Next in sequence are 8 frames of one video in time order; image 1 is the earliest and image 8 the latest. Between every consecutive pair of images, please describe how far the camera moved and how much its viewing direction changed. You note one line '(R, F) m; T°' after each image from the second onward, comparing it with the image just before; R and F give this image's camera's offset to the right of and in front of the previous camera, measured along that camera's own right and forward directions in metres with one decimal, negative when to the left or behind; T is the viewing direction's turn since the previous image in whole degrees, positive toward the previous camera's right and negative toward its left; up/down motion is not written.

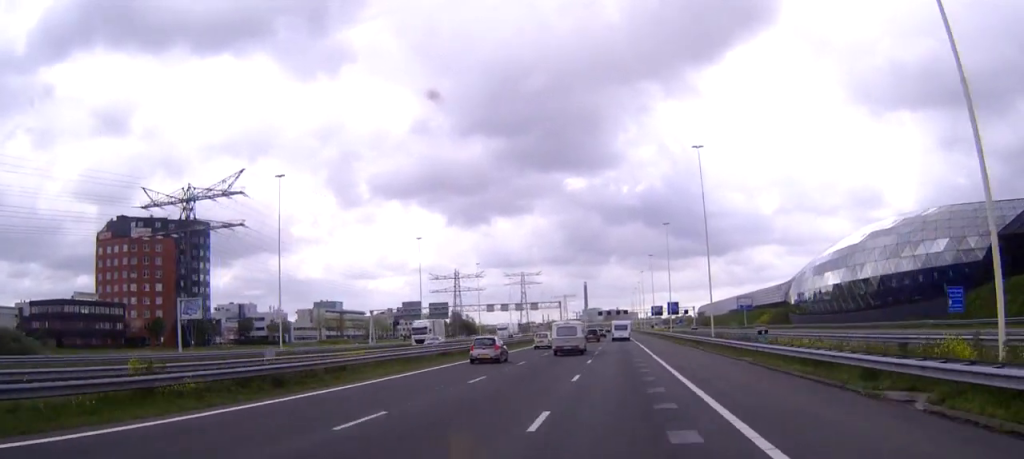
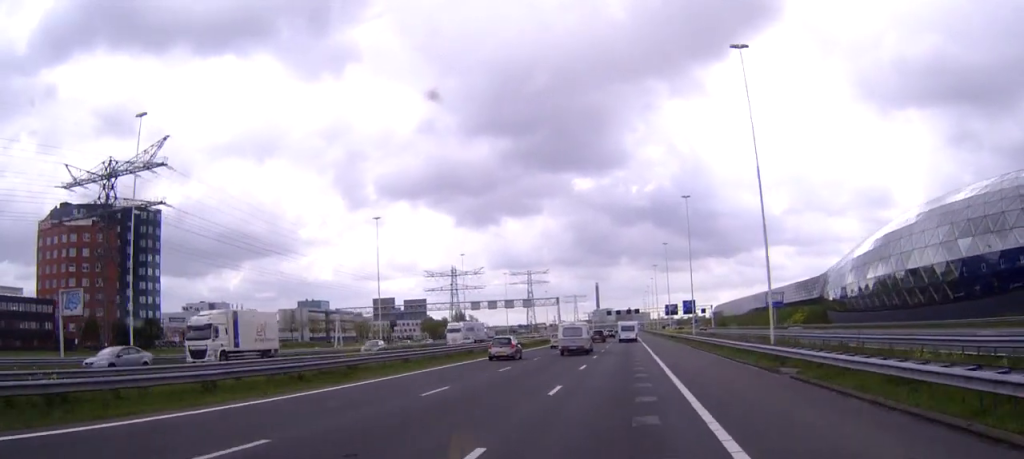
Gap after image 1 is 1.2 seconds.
(-0.2, +29.1) m; -1°
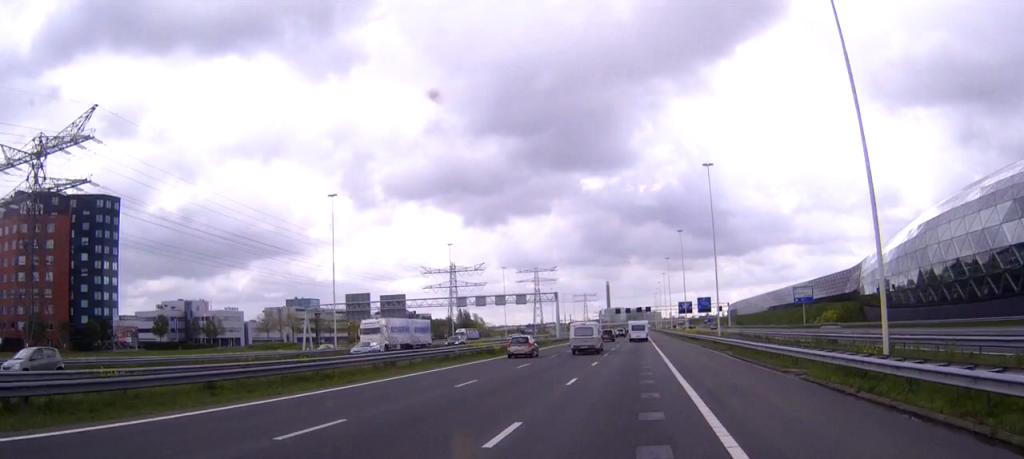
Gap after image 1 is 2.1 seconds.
(-0.1, +21.0) m; -1°
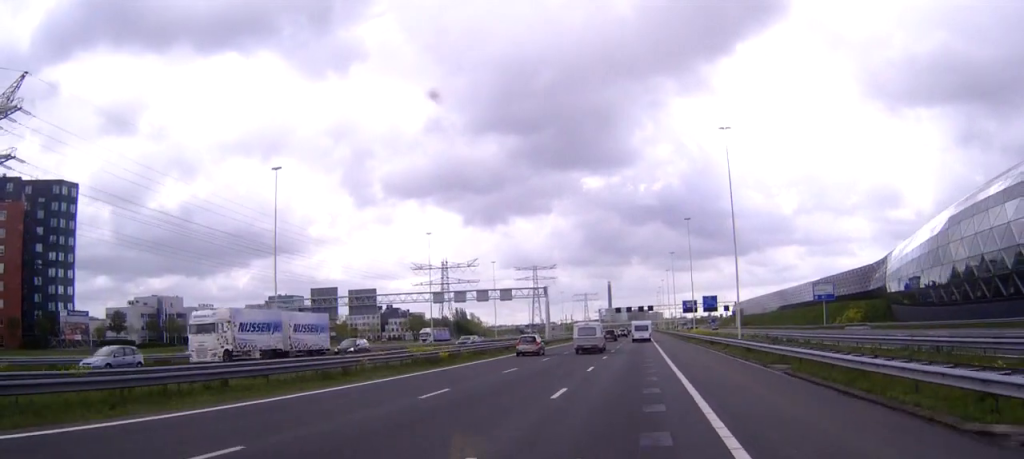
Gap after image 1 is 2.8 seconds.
(-0.1, +16.2) m; 0°
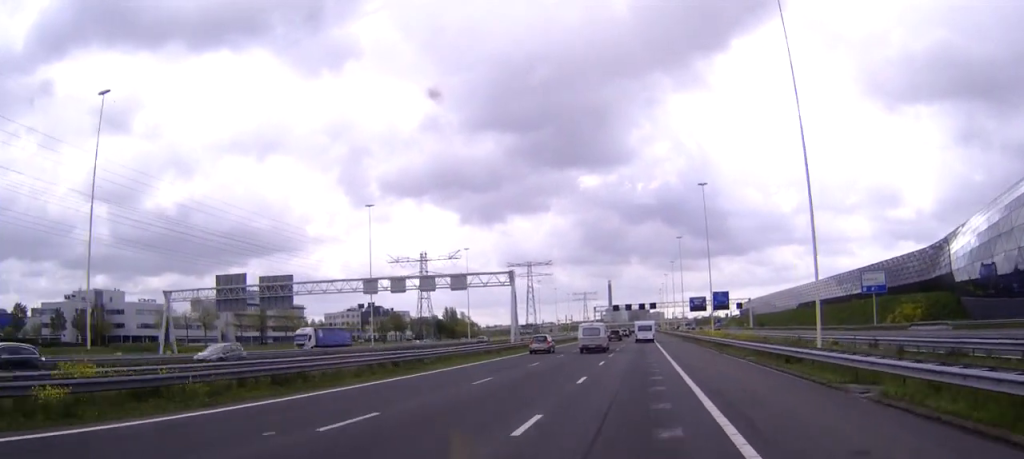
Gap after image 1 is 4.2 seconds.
(-0.1, +30.8) m; 0°
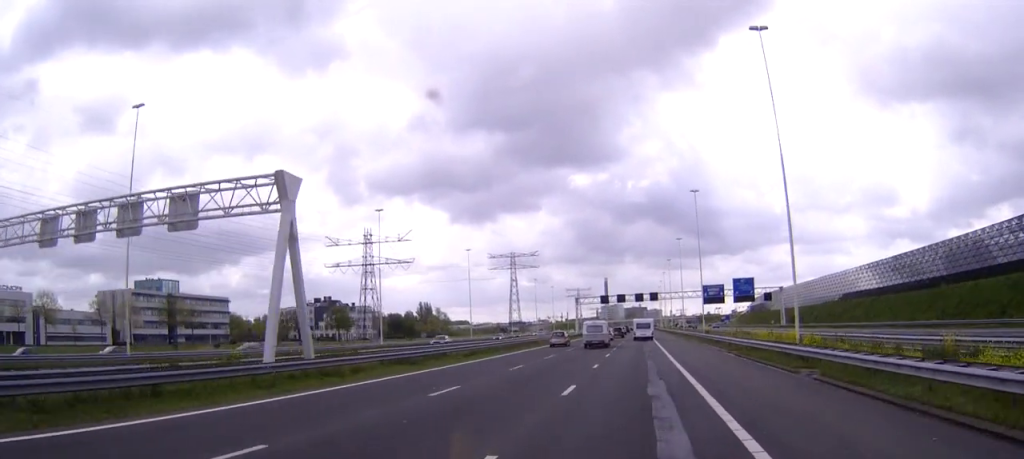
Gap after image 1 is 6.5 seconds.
(-0.1, +53.7) m; 0°
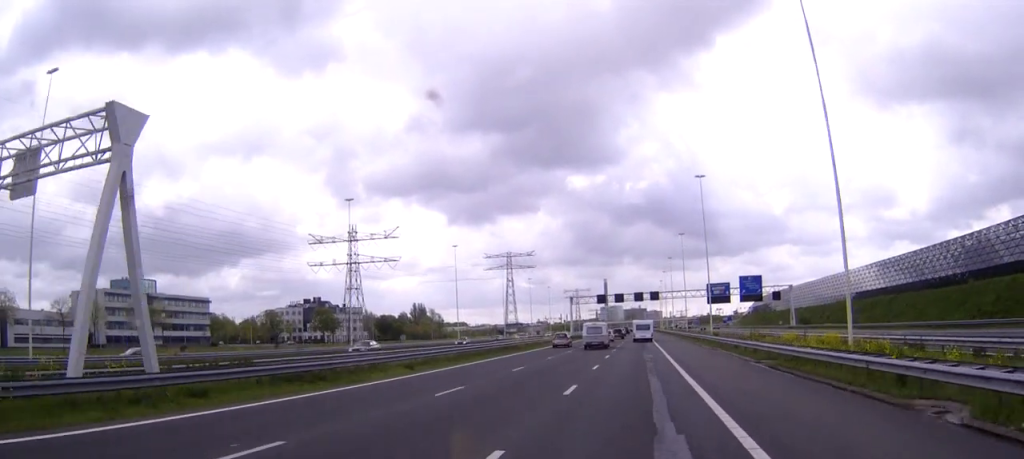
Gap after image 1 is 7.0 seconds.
(+0.1, +11.4) m; 0°
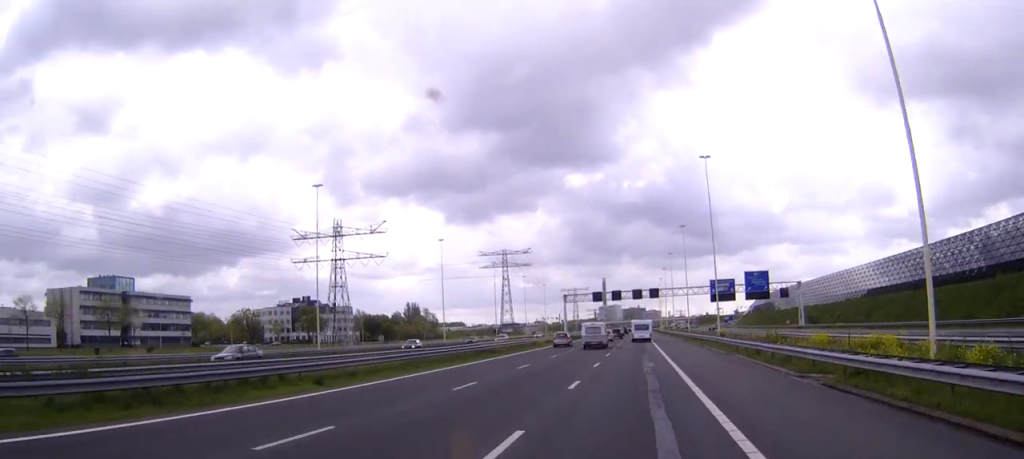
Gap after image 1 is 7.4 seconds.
(0.0, +9.9) m; 0°
